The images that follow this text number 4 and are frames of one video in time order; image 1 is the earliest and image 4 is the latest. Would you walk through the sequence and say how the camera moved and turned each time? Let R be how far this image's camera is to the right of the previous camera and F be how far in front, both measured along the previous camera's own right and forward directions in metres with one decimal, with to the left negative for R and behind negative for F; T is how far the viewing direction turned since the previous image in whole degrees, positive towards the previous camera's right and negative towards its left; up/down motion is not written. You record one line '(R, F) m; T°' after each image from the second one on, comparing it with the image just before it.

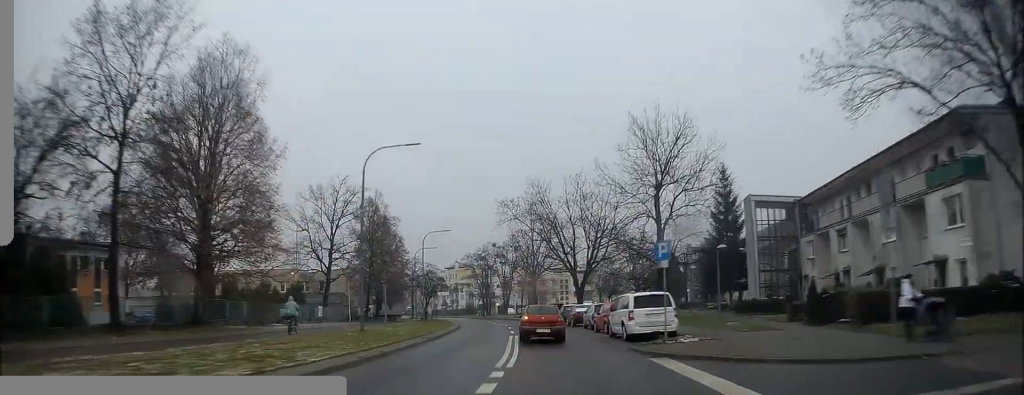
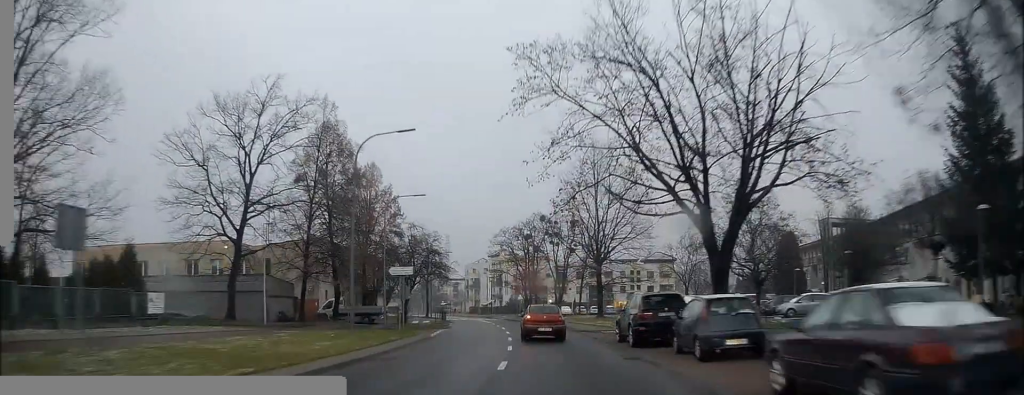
(-2.1, +33.5) m; -6°
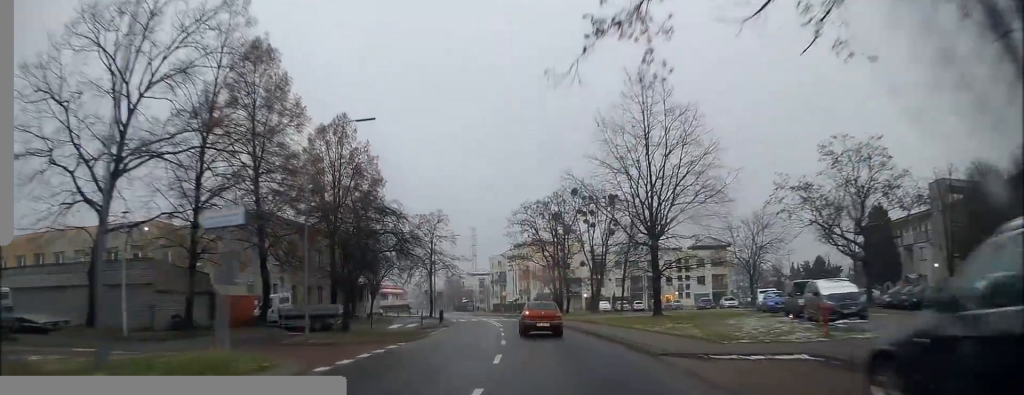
(-0.5, +17.5) m; -4°
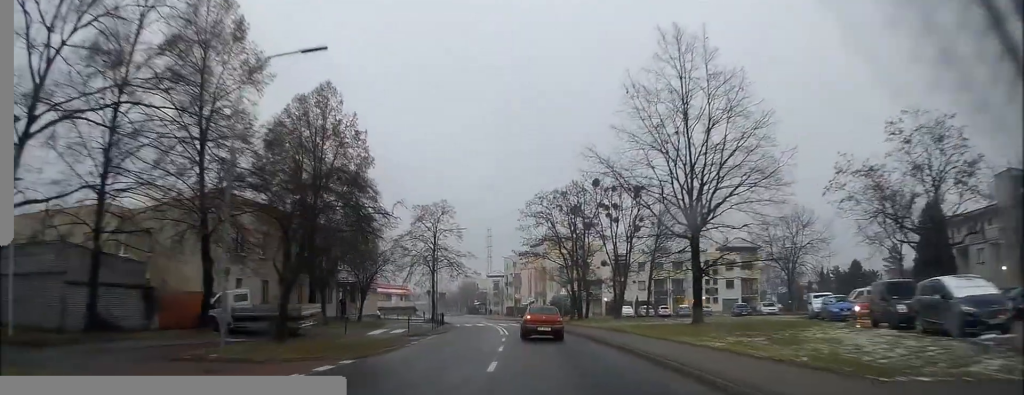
(-0.2, +7.7) m; -2°
